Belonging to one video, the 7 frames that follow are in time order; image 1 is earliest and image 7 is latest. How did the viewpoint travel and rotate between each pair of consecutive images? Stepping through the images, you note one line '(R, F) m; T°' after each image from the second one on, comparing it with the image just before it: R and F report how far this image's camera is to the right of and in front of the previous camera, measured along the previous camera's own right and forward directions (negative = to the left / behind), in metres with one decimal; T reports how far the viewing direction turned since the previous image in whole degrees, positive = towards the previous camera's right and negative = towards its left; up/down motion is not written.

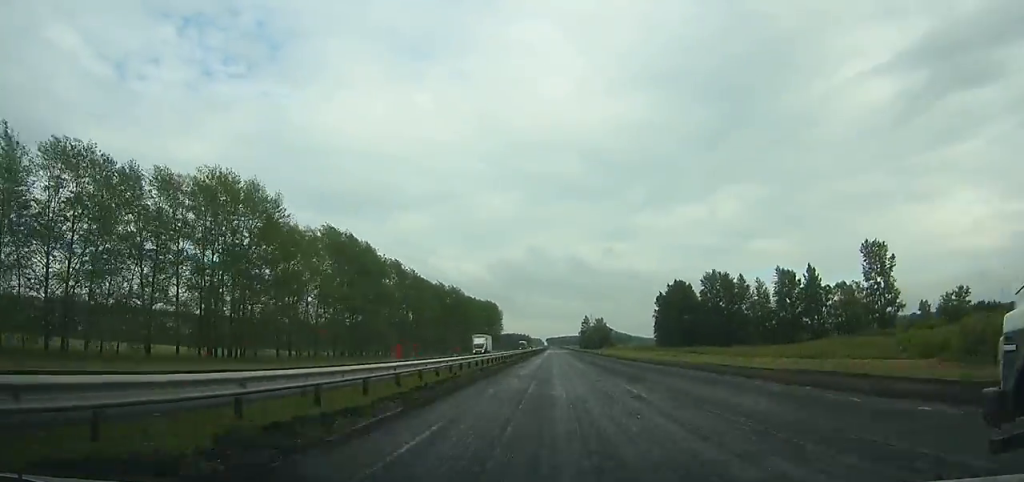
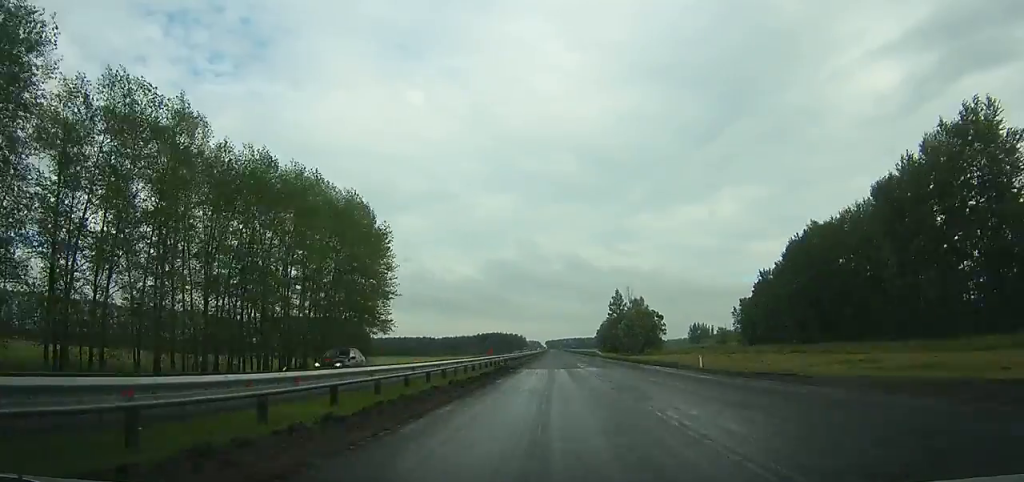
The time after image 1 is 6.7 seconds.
(+0.2, +171.3) m; 0°
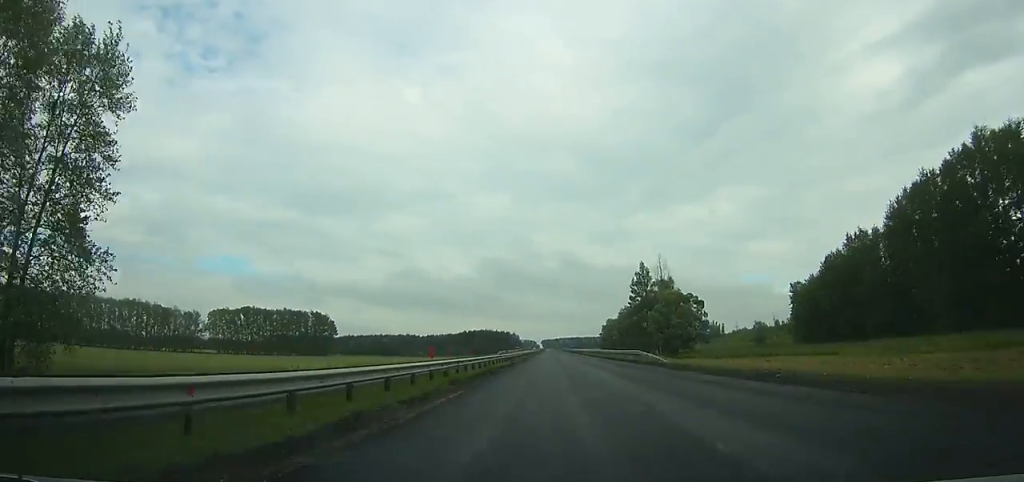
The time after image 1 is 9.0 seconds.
(+0.1, +59.8) m; 0°
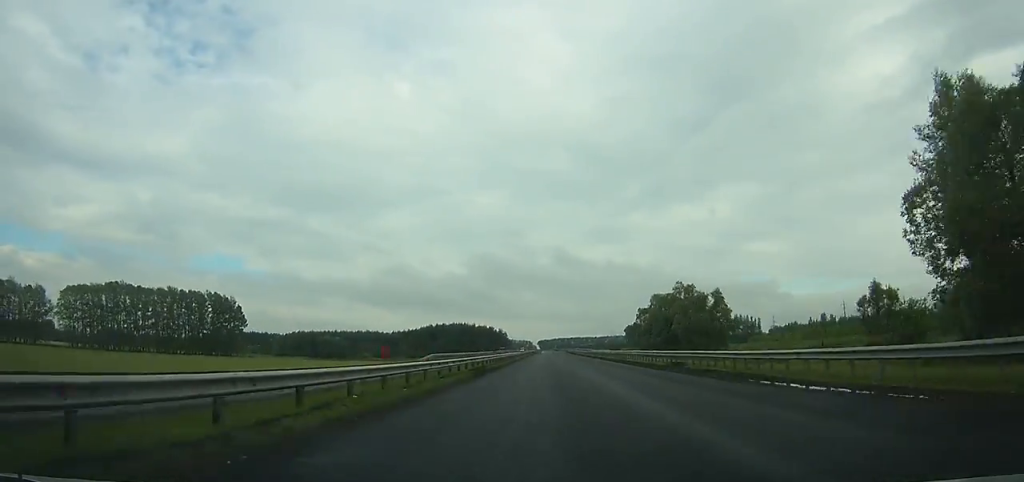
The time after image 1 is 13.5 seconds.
(+0.8, +119.2) m; +1°
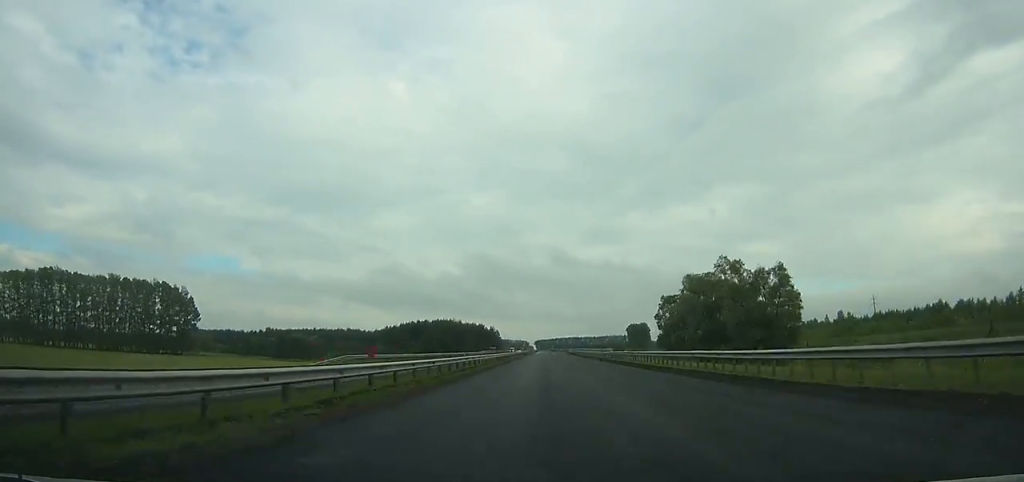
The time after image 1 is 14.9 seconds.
(0.0, +37.8) m; 0°
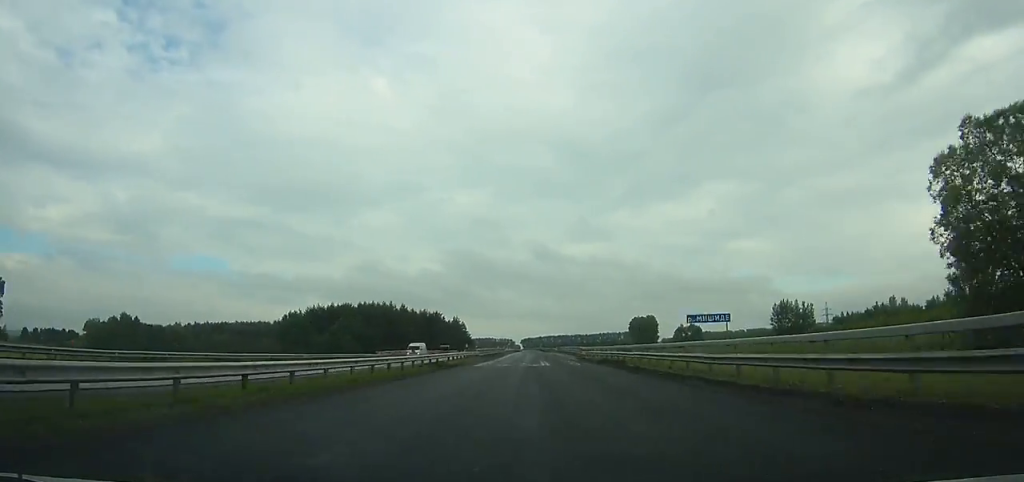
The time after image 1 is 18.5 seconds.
(+0.5, +97.2) m; 0°
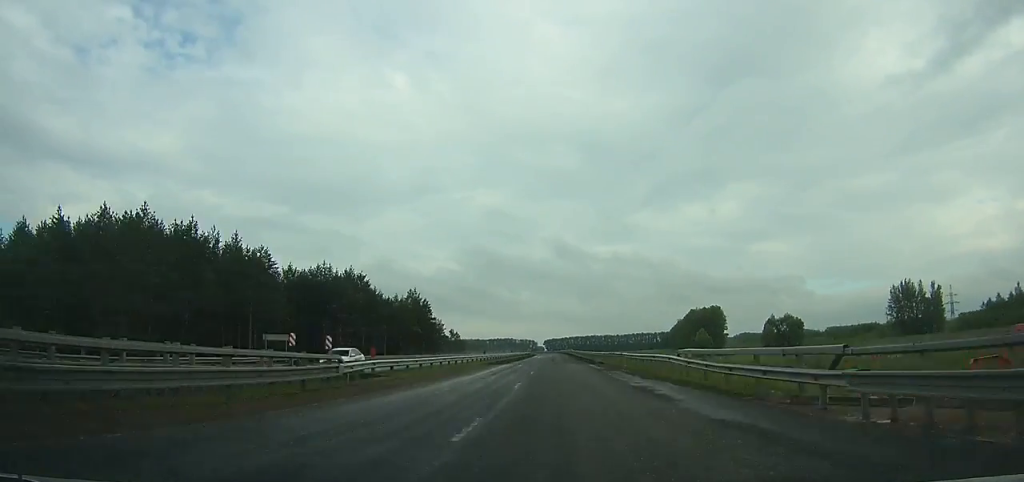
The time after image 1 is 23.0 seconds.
(-0.9, +119.5) m; -1°
